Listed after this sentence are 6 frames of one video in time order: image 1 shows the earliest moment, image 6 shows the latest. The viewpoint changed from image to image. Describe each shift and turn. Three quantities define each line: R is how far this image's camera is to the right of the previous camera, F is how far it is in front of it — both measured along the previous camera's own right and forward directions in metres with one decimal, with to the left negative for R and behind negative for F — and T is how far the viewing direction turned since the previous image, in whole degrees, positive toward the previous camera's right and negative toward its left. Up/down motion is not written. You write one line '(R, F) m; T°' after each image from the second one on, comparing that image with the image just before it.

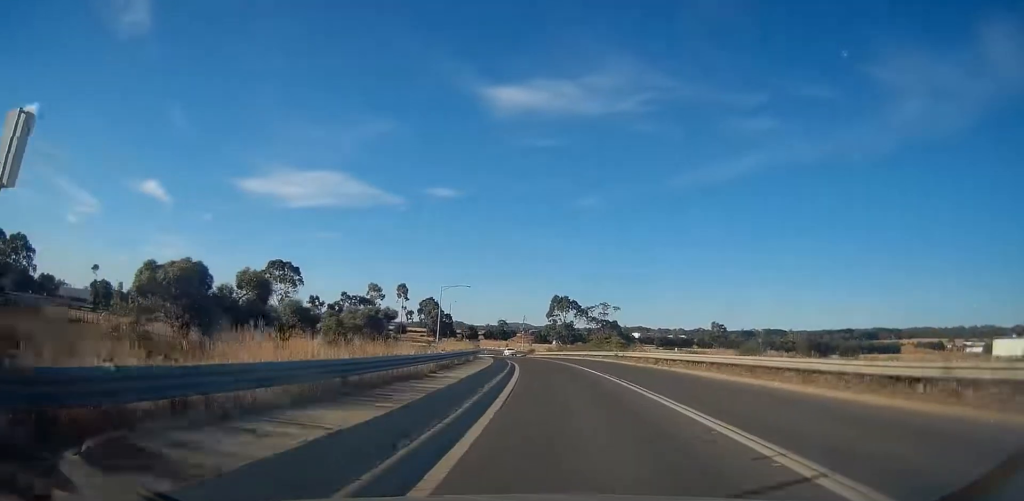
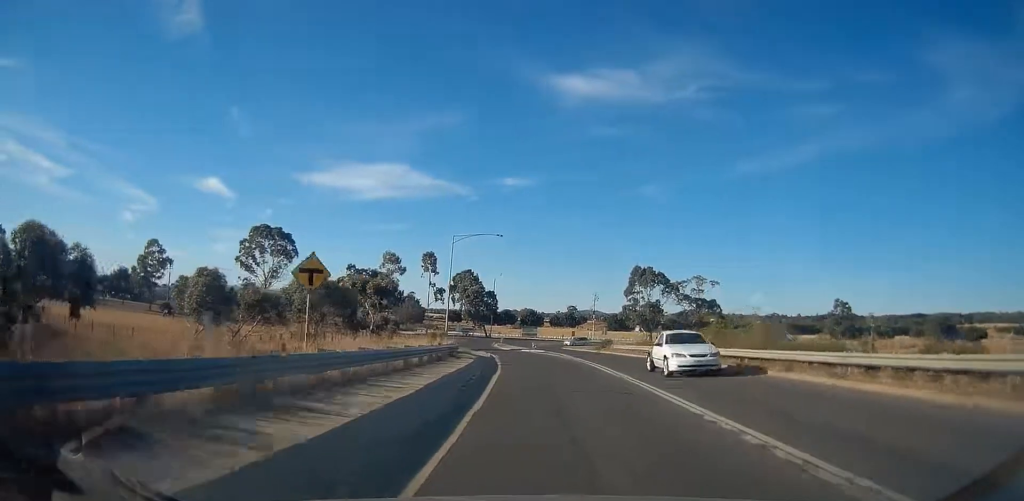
(-2.4, +41.7) m; -8°
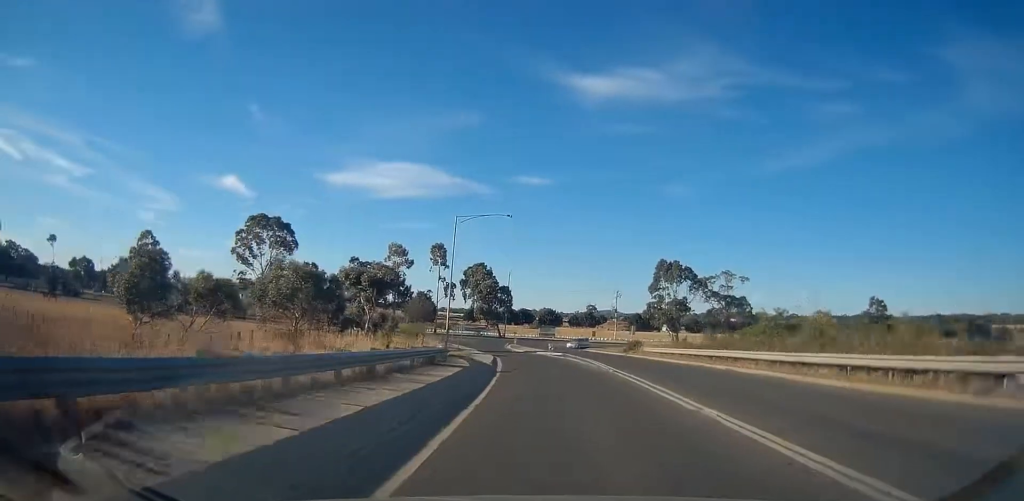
(-0.1, +8.9) m; -1°
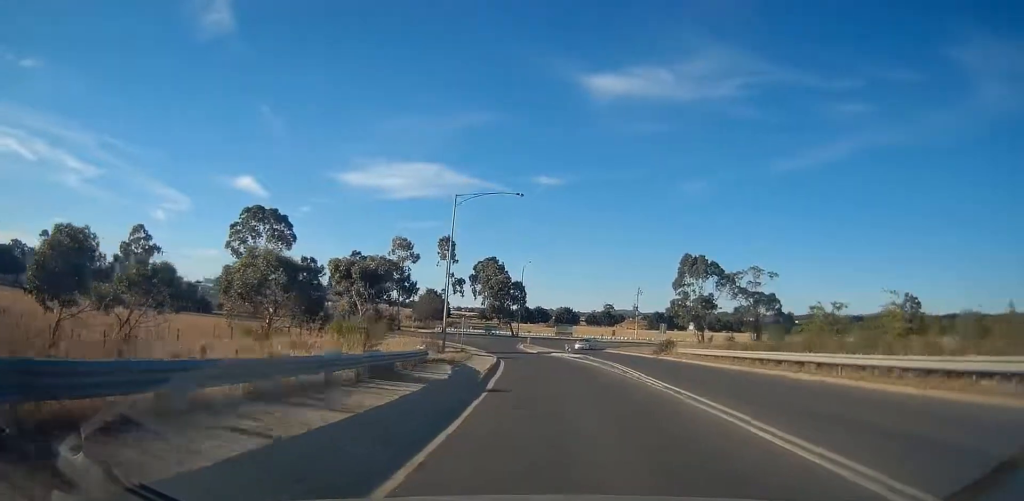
(+0.1, +8.2) m; -1°
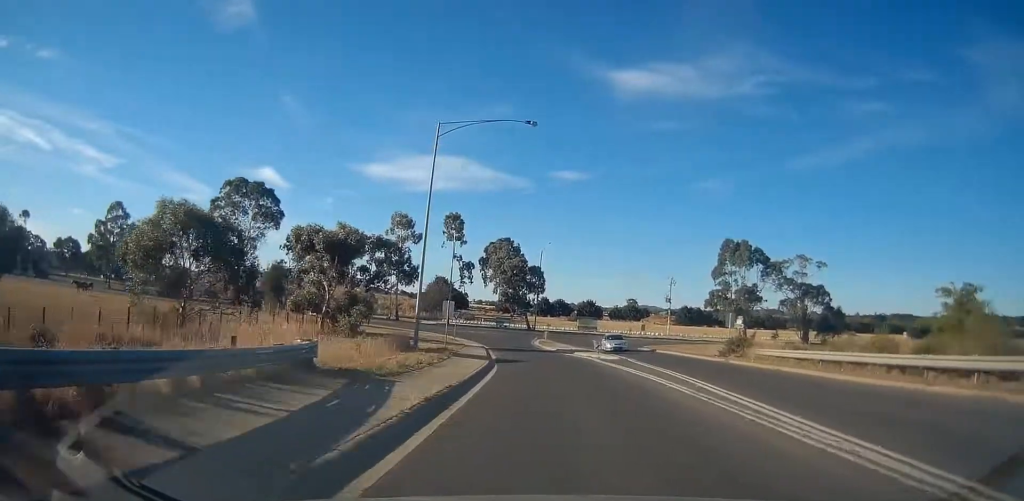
(-0.4, +13.7) m; -1°
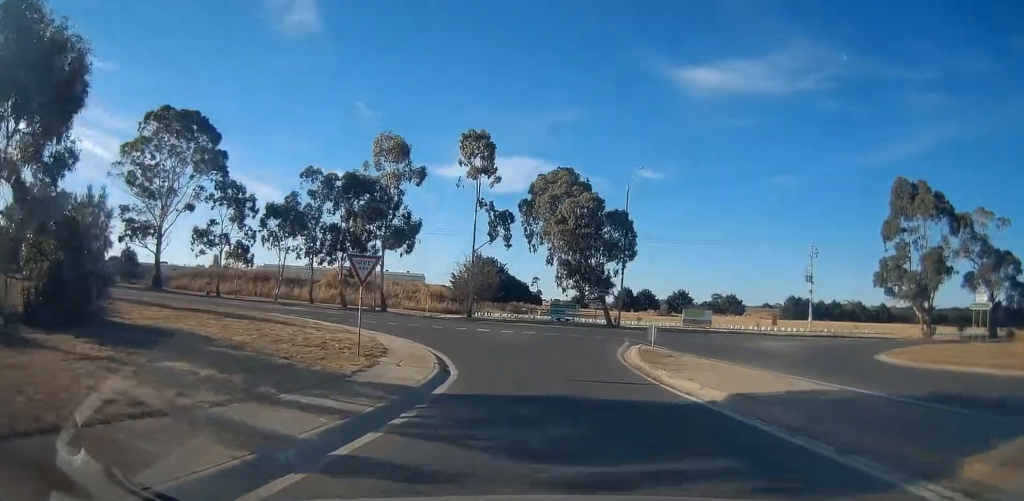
(-3.3, +35.6) m; -10°
